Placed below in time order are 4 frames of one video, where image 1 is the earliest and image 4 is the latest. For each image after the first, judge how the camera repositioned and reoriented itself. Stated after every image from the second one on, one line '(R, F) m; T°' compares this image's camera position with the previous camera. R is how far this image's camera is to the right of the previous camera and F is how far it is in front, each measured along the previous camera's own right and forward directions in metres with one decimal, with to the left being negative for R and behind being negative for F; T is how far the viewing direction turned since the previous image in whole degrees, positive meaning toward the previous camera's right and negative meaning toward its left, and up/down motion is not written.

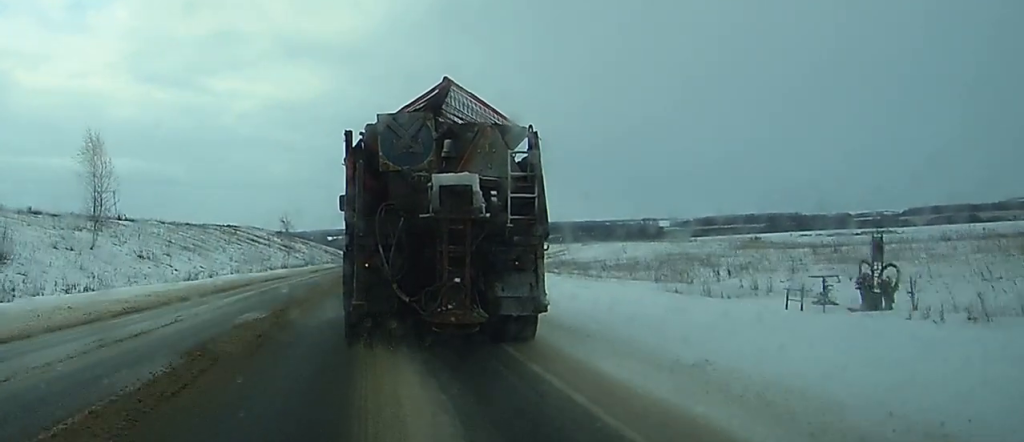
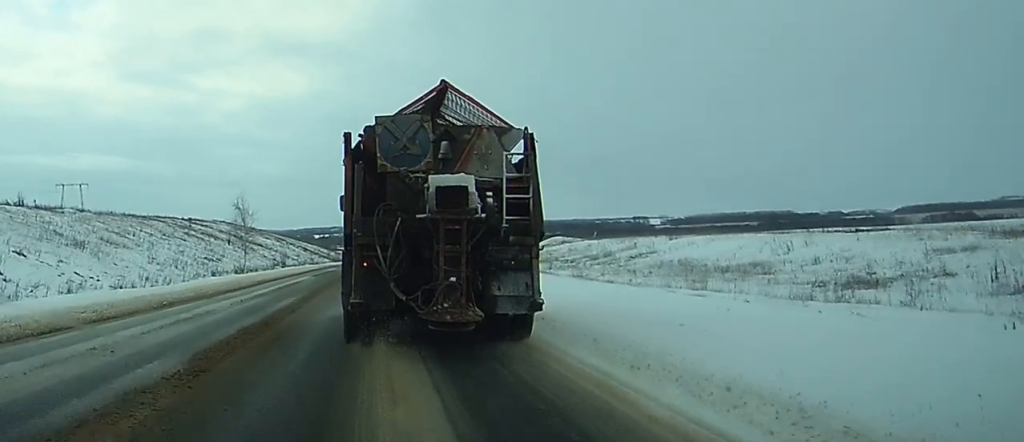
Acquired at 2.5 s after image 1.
(+0.6, +34.3) m; +2°
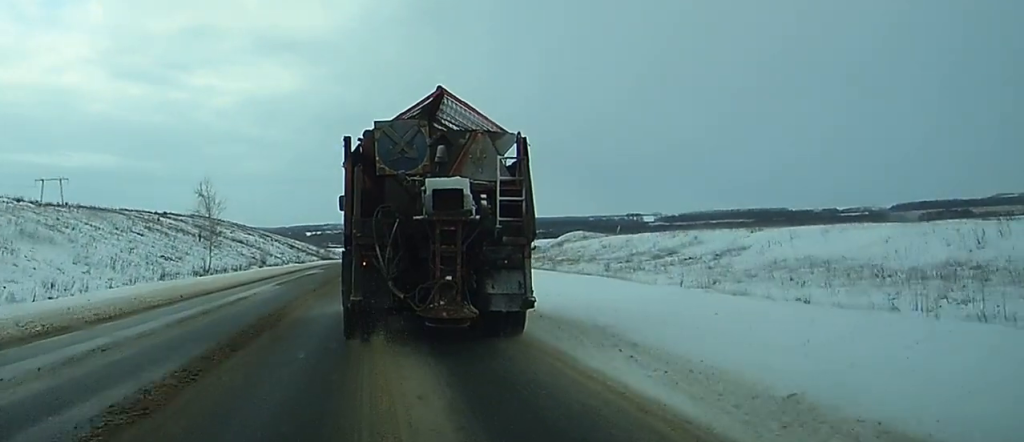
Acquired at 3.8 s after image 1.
(+0.3, +17.0) m; +1°
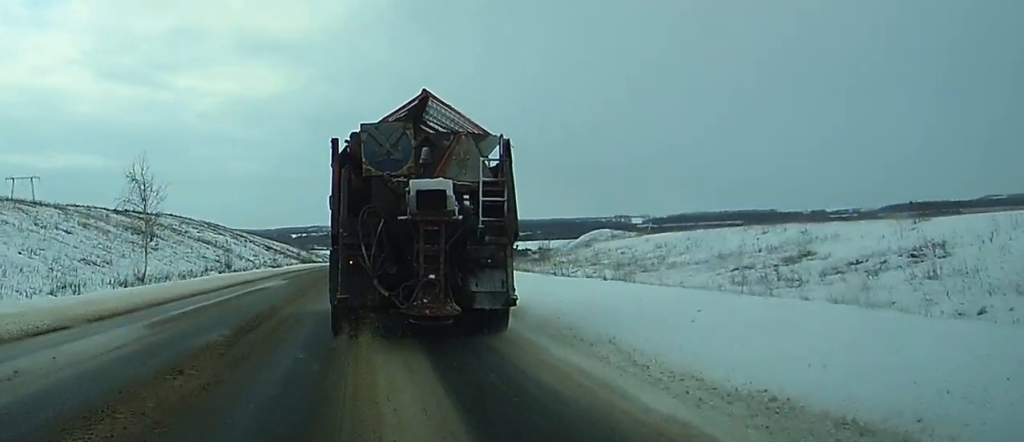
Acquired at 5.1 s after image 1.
(0.0, +18.2) m; 0°
